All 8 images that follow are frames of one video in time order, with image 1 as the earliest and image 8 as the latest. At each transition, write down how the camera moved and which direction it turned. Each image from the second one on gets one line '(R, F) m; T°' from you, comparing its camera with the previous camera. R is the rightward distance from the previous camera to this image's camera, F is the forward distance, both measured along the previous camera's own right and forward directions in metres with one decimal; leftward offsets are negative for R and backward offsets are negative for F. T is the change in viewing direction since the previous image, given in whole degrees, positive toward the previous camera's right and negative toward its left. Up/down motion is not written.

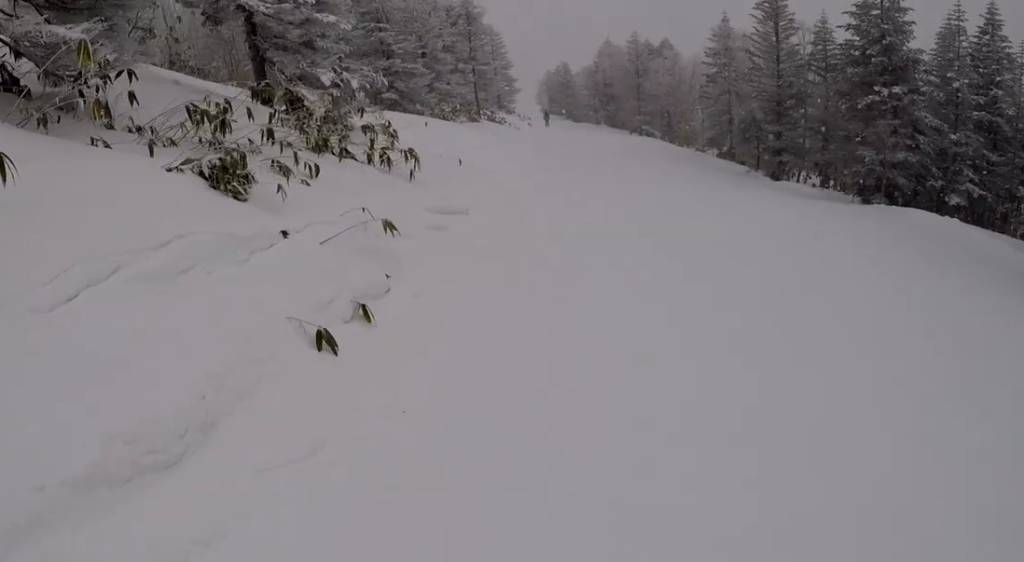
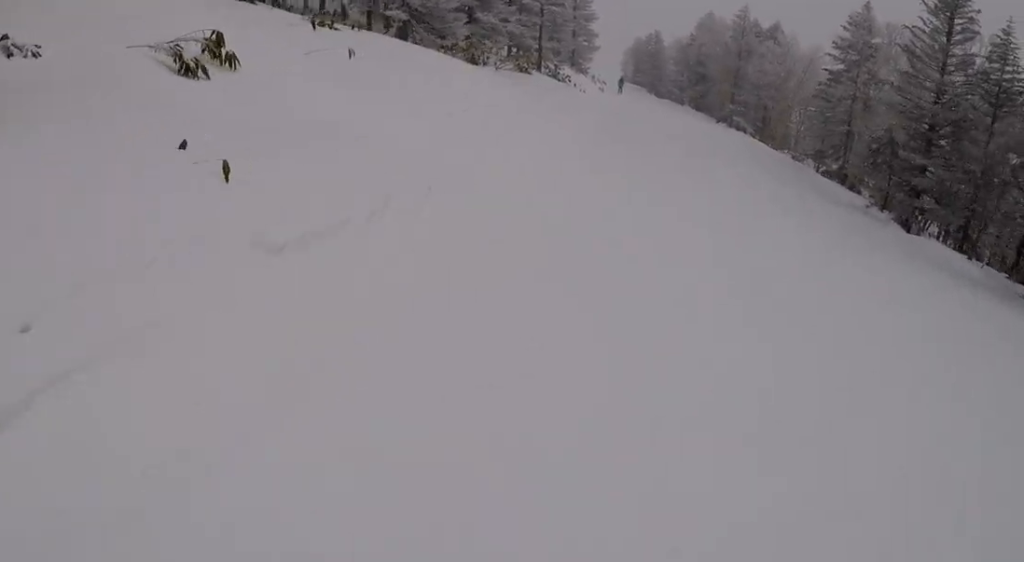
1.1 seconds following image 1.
(-0.1, +9.6) m; -8°
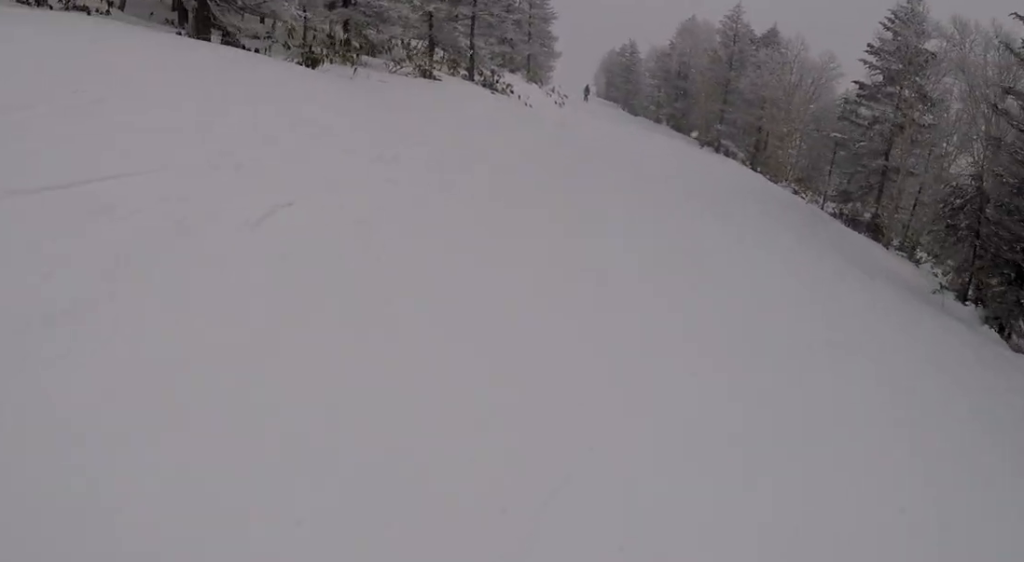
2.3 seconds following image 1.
(-1.4, +10.0) m; -7°
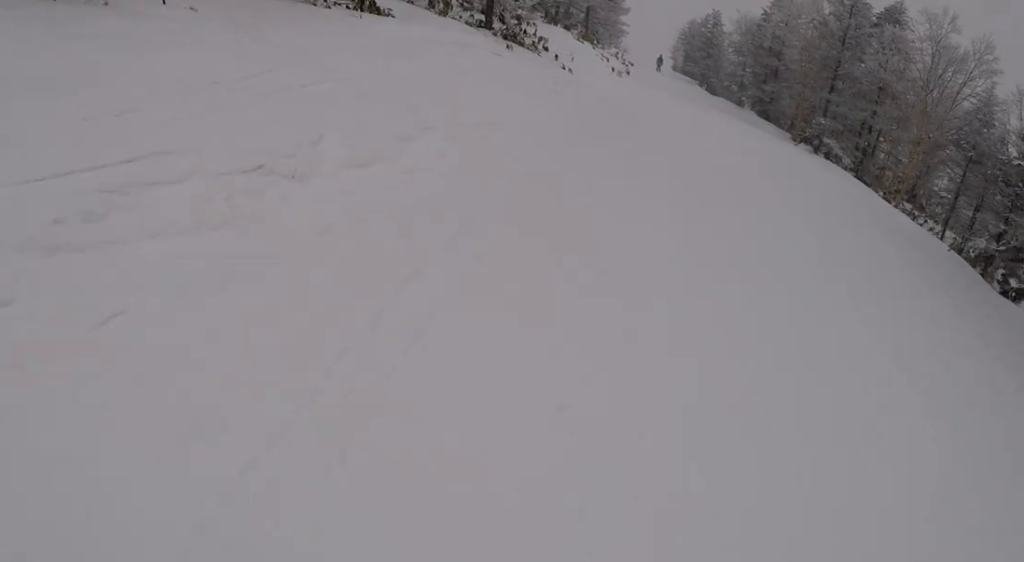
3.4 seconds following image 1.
(+0.7, +8.9) m; +12°
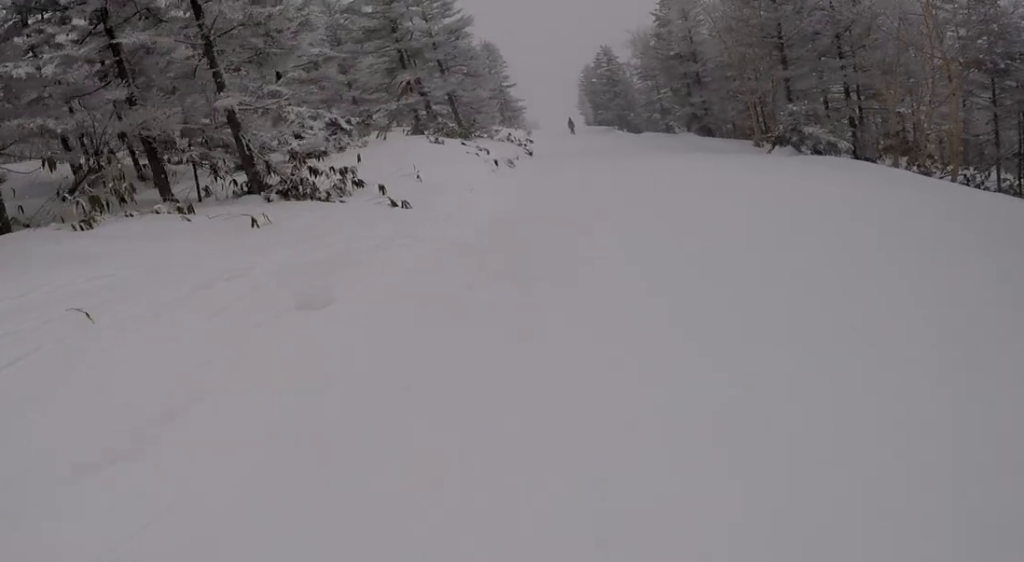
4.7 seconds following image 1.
(+0.3, +9.4) m; -6°
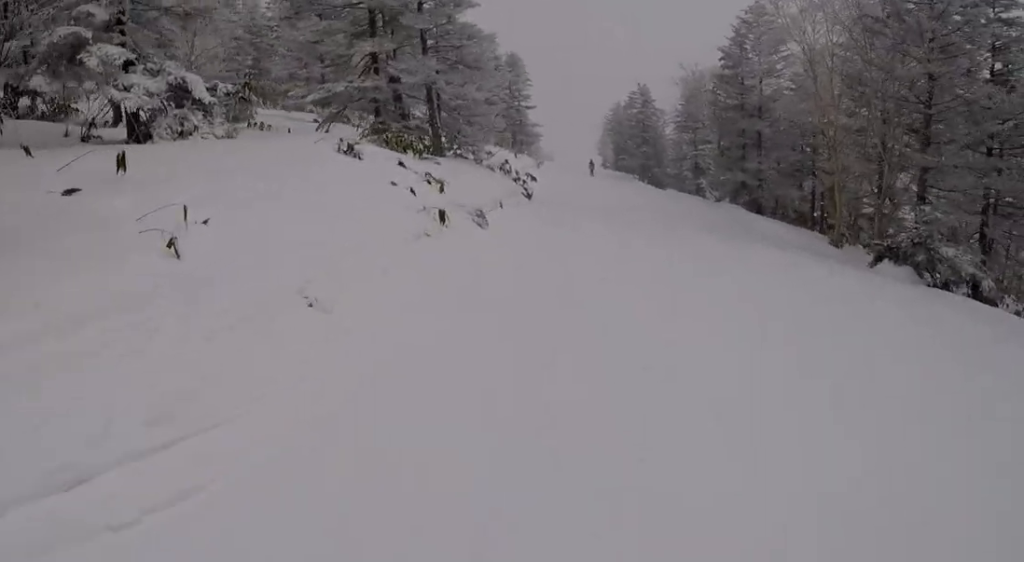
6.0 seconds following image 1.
(-0.6, +9.4) m; -15°
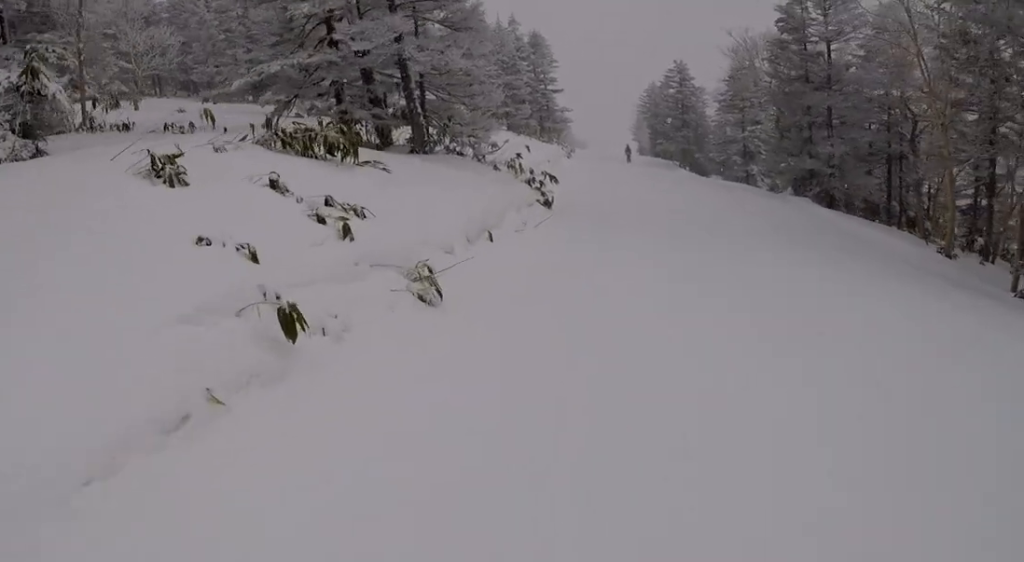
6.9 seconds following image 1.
(-1.2, +5.3) m; -1°
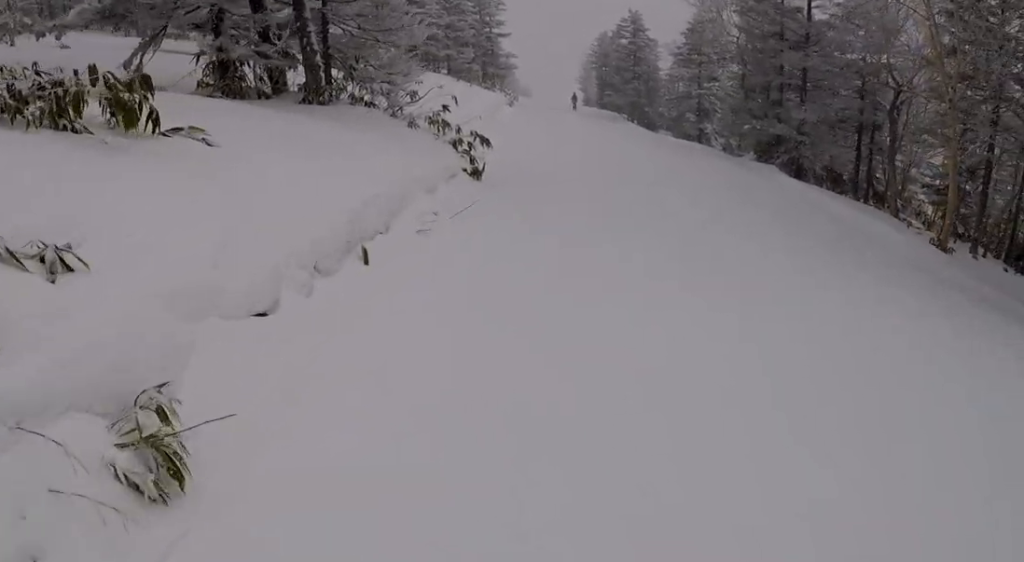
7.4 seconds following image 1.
(0.0, +3.3) m; +4°
